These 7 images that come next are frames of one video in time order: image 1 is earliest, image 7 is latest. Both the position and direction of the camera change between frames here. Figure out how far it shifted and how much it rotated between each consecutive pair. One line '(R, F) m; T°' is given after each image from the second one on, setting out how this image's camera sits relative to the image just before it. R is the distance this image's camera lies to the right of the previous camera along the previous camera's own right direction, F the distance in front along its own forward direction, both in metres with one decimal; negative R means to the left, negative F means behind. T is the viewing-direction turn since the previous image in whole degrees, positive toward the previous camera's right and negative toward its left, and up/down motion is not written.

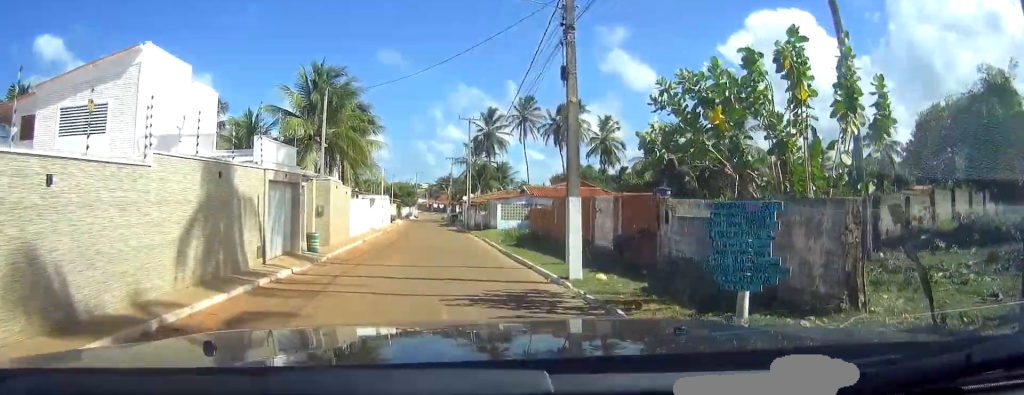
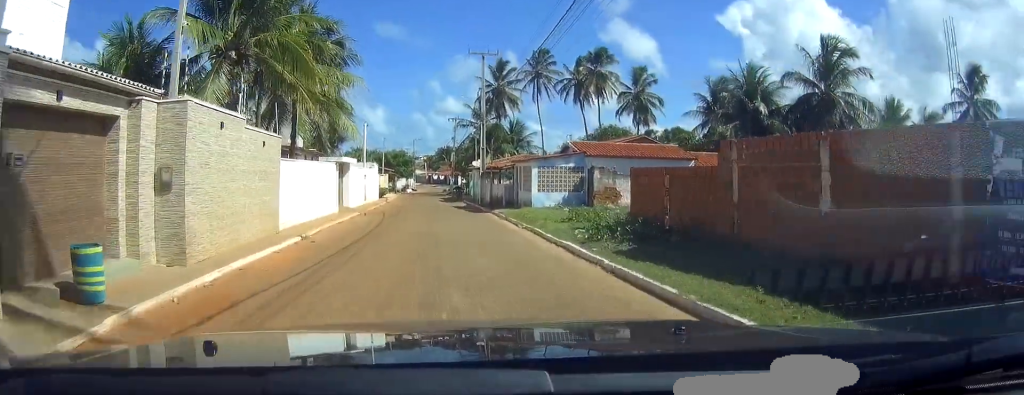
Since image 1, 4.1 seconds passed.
(-0.2, +20.9) m; -1°
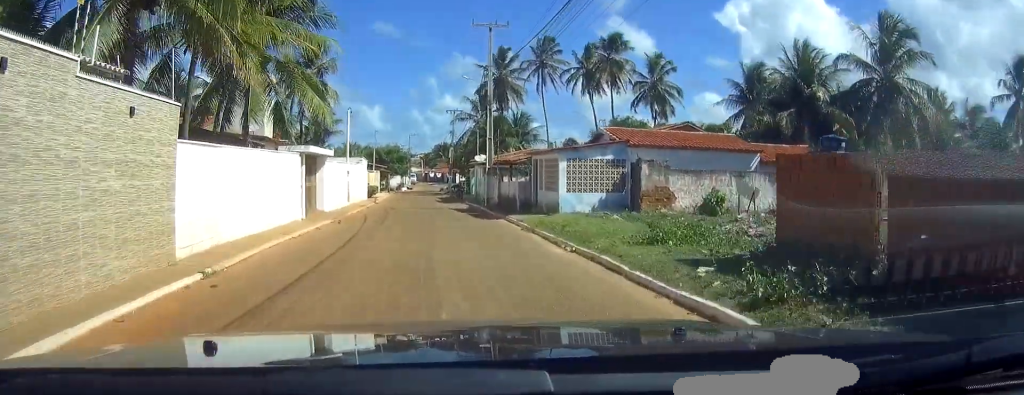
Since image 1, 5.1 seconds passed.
(0.0, +6.4) m; -1°
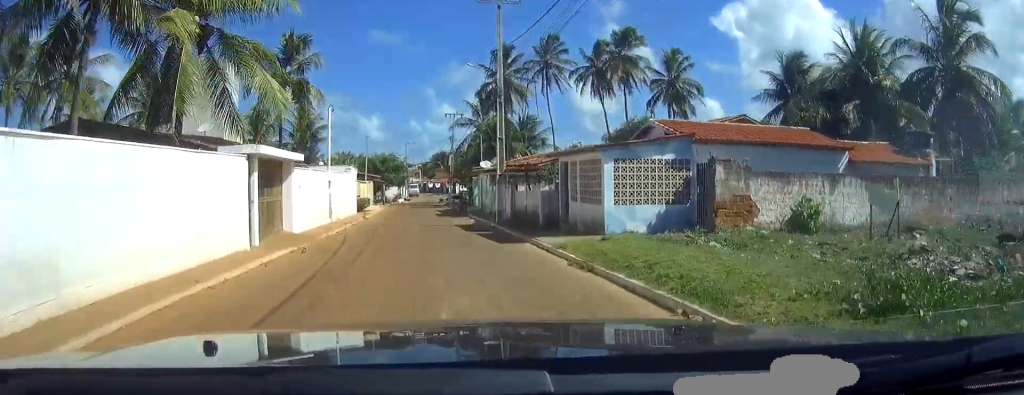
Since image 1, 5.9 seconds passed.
(-0.1, +5.2) m; -1°
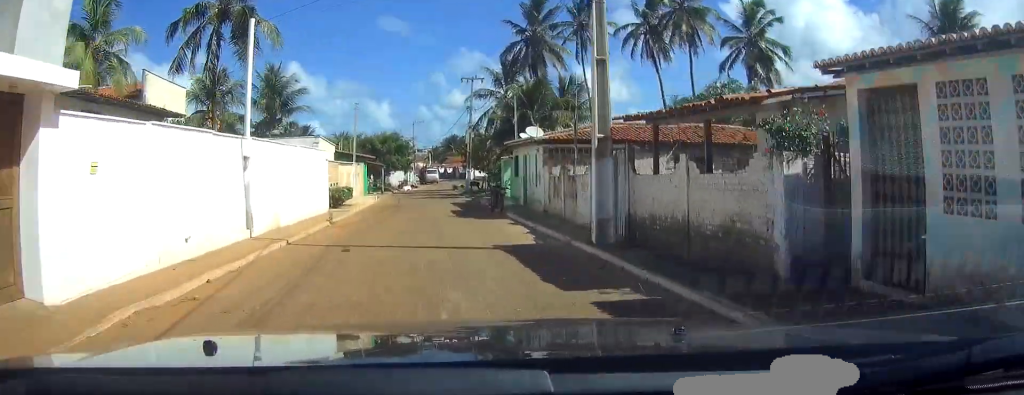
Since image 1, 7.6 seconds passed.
(-0.3, +12.9) m; -1°
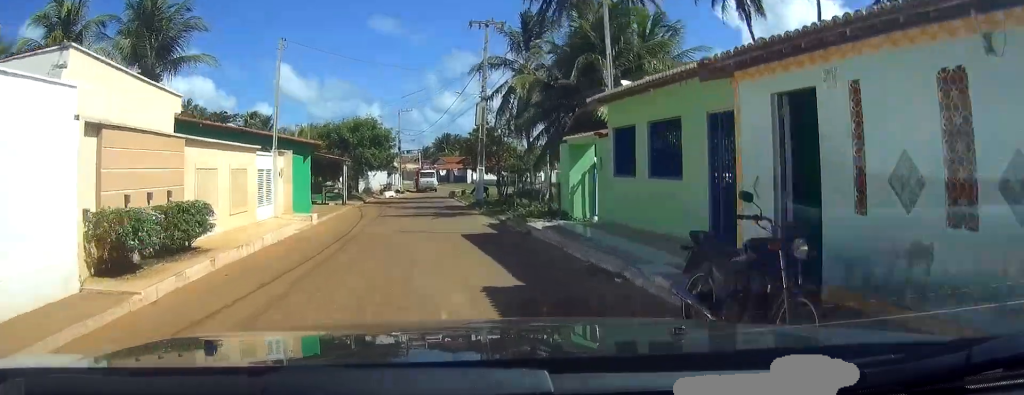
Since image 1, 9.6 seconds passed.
(+0.1, +17.9) m; +1°
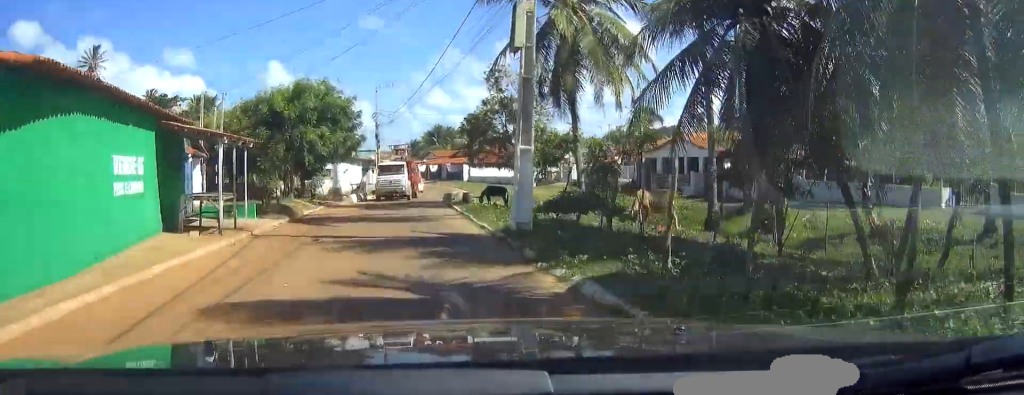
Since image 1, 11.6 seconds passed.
(+0.3, +16.7) m; +1°
